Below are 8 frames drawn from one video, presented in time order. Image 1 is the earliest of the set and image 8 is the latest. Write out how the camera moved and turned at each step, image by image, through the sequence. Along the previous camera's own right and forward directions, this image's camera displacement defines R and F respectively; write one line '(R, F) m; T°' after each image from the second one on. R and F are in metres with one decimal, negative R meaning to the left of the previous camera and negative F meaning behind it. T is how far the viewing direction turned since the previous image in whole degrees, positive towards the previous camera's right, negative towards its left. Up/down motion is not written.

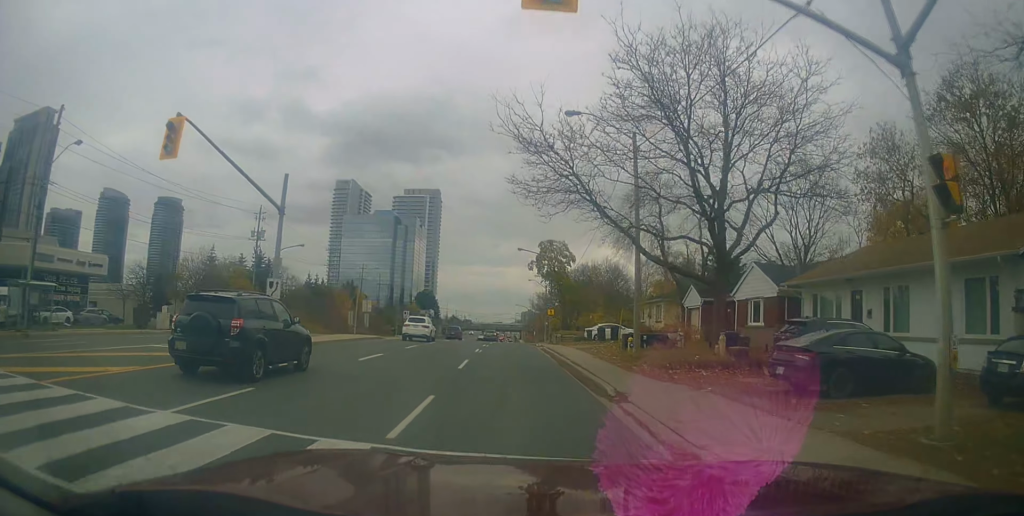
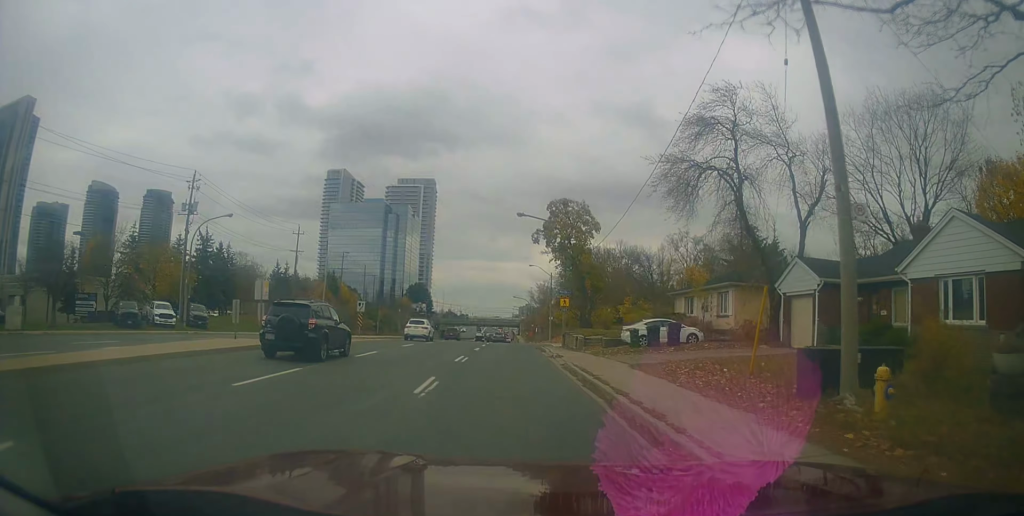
(0.0, +16.5) m; 0°
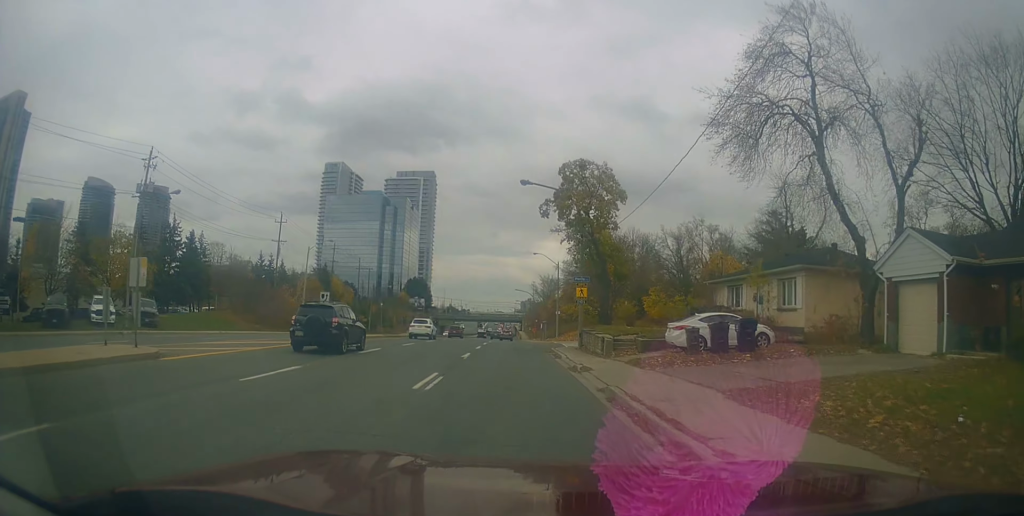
(0.0, +8.4) m; 0°
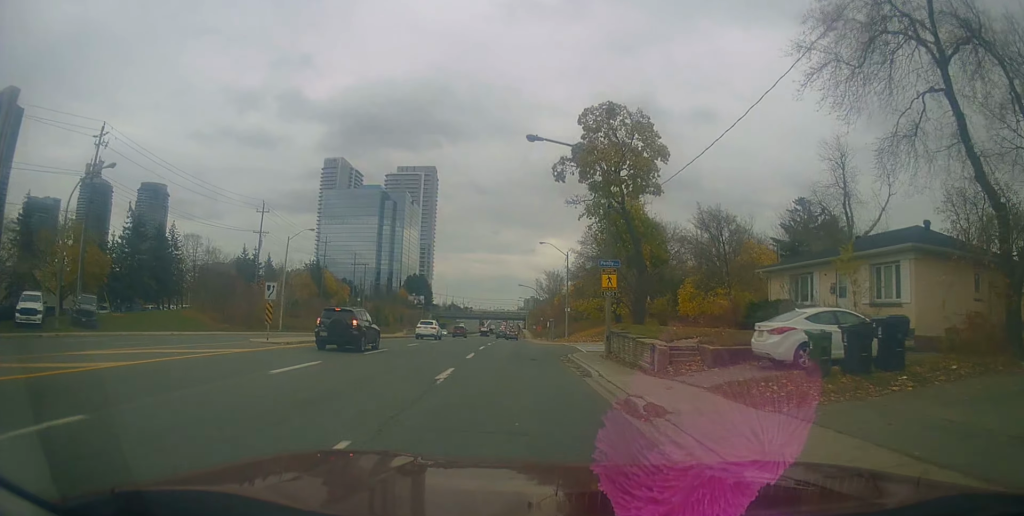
(0.0, +7.9) m; -1°
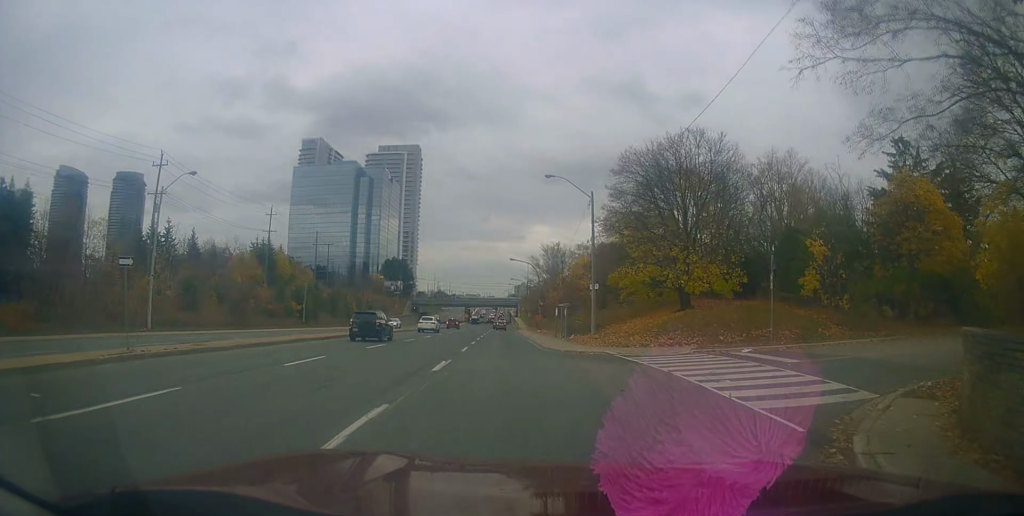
(-0.4, +24.3) m; 0°
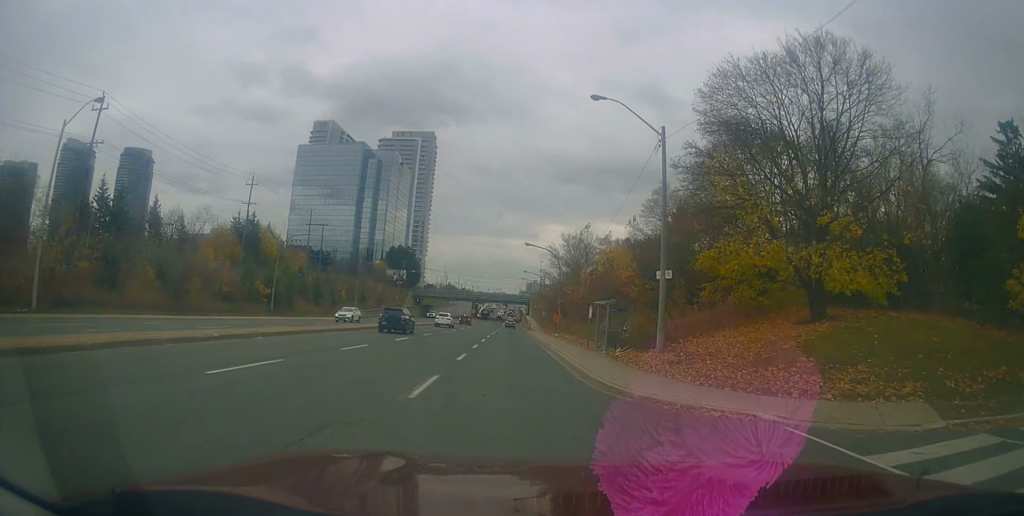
(+0.1, +13.8) m; -2°
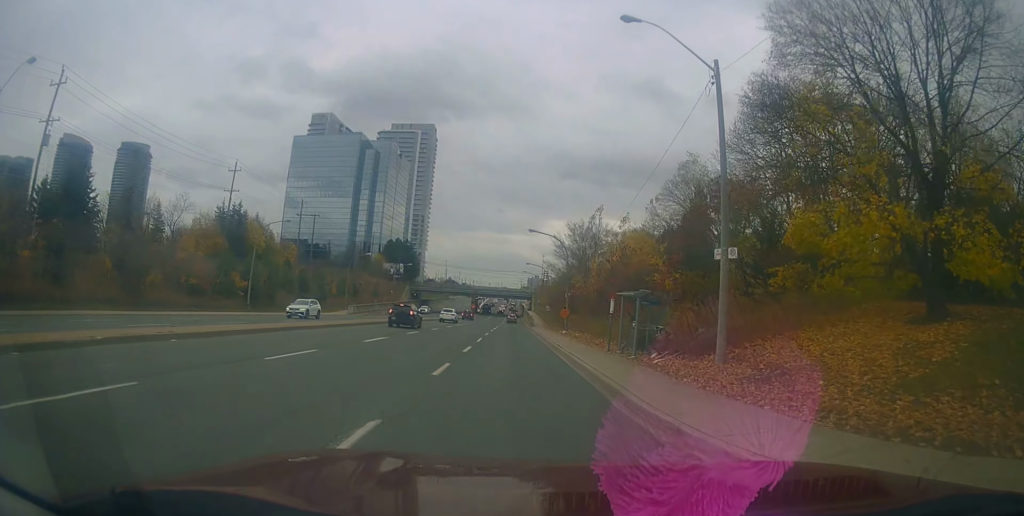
(-0.1, +6.4) m; -1°
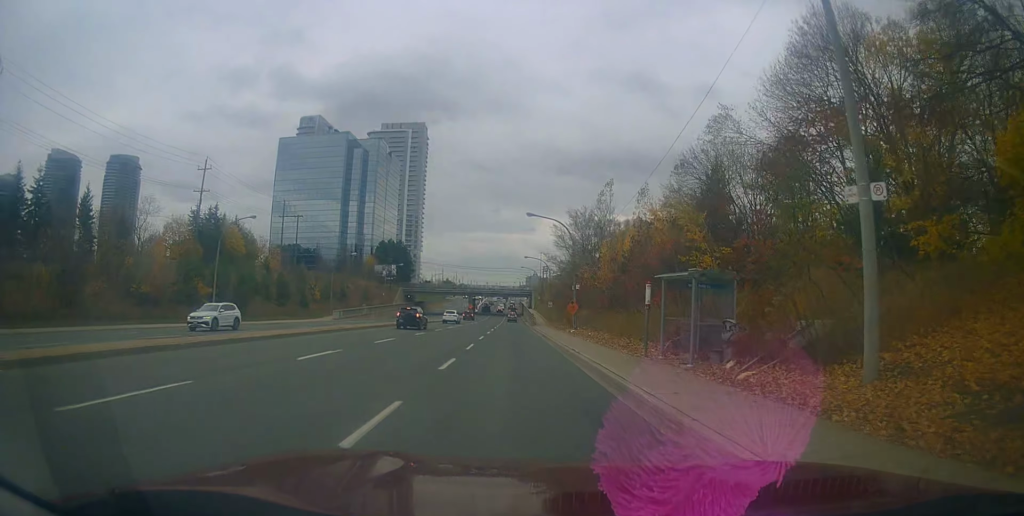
(-0.2, +7.3) m; +1°
